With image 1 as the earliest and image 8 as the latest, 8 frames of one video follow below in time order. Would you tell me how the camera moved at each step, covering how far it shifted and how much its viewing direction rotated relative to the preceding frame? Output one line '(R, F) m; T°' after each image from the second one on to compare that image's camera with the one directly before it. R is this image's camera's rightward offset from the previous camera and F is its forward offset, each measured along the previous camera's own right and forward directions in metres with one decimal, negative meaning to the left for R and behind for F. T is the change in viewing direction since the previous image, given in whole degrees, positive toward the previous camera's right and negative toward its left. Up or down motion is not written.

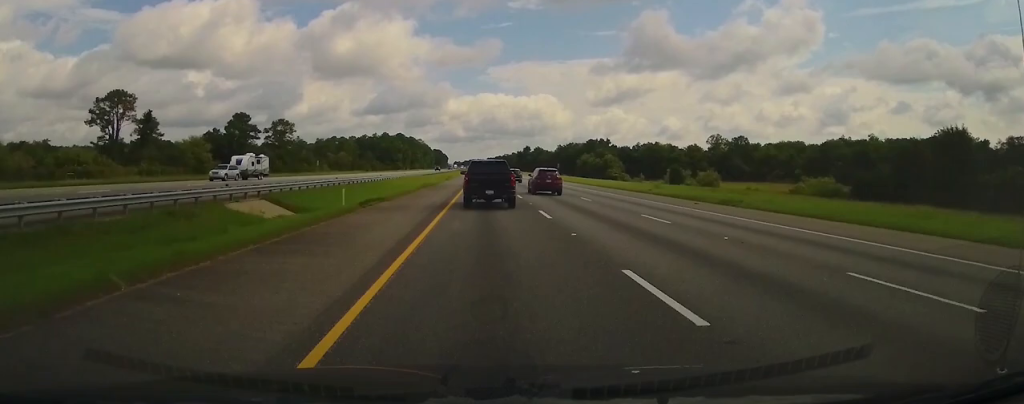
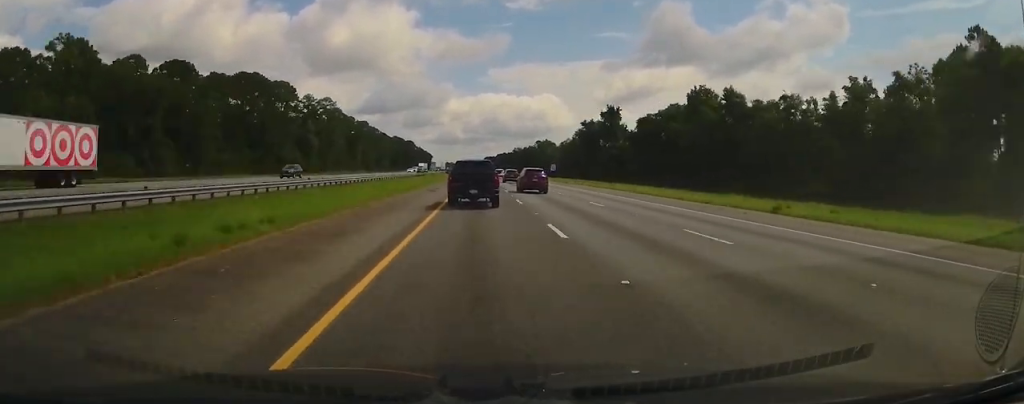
(-0.1, +288.0) m; 0°
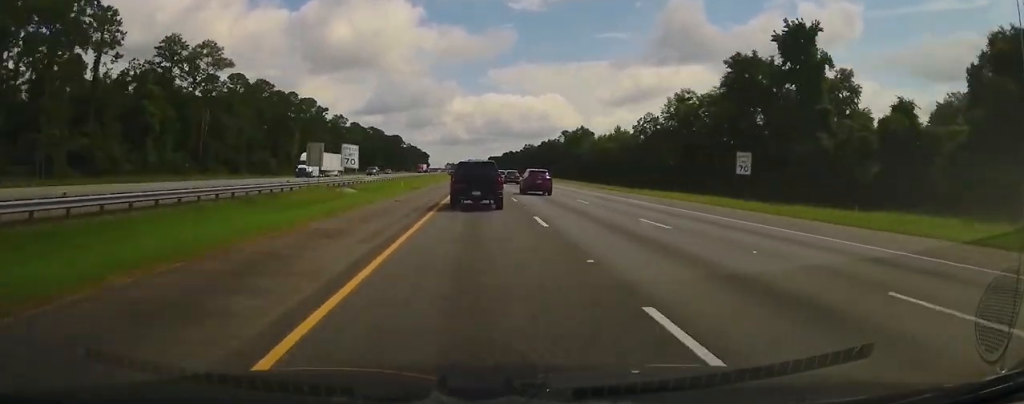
(+0.1, +95.0) m; 0°
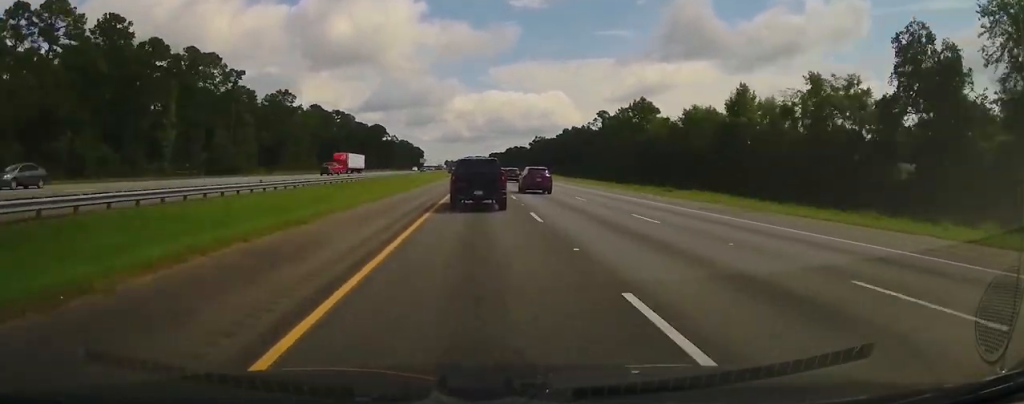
(0.0, +73.8) m; 0°
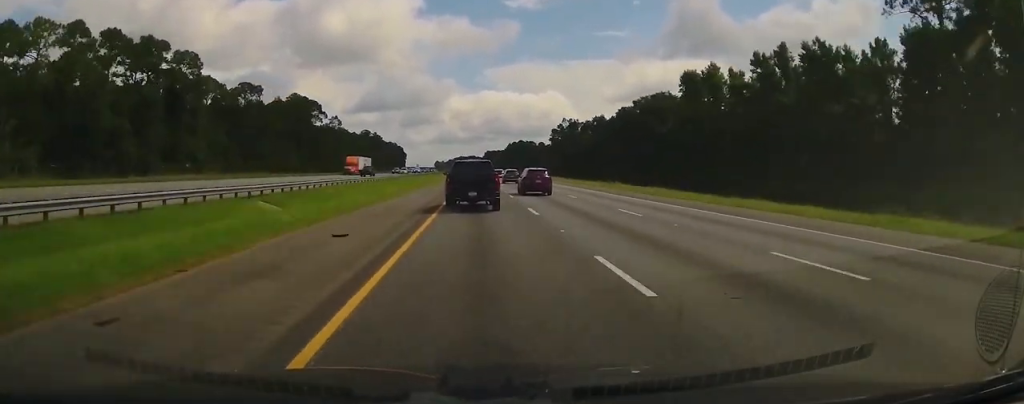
(-0.1, +135.1) m; 0°
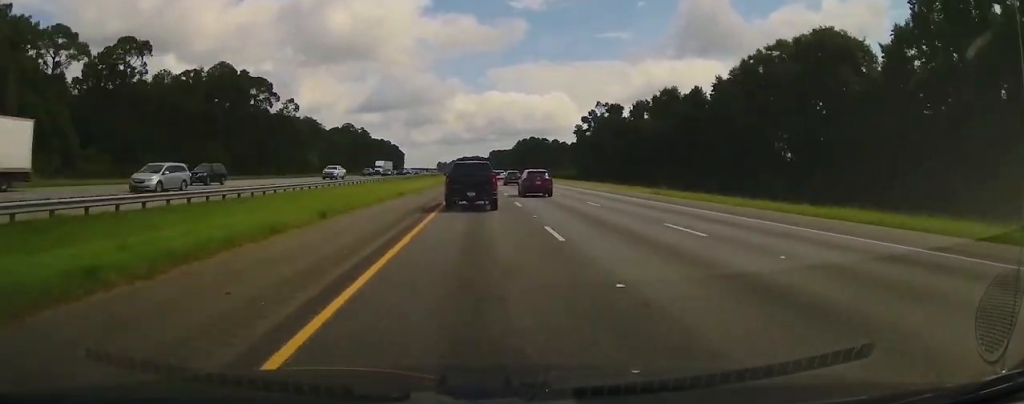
(+0.2, +57.0) m; 0°
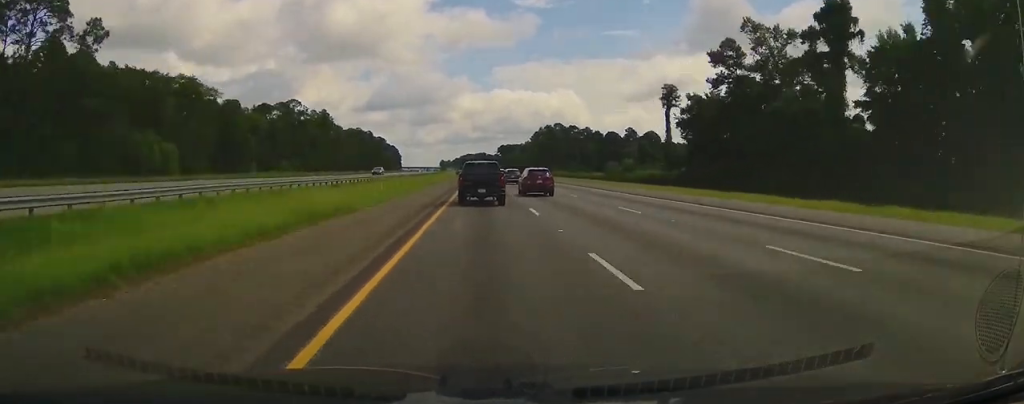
(-0.7, +92.9) m; -1°
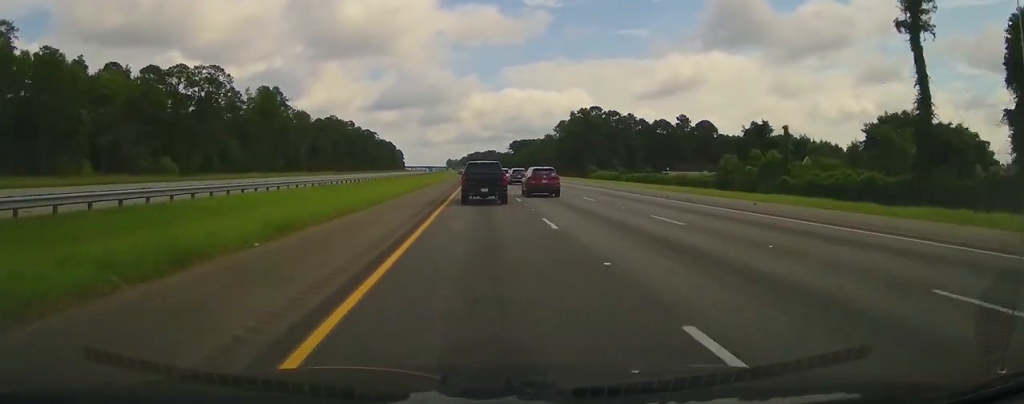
(-0.3, +66.5) m; 0°
